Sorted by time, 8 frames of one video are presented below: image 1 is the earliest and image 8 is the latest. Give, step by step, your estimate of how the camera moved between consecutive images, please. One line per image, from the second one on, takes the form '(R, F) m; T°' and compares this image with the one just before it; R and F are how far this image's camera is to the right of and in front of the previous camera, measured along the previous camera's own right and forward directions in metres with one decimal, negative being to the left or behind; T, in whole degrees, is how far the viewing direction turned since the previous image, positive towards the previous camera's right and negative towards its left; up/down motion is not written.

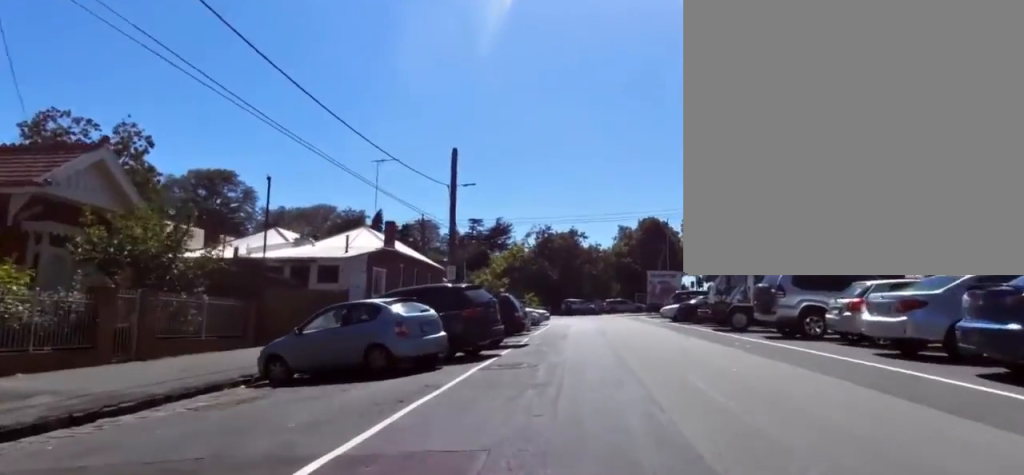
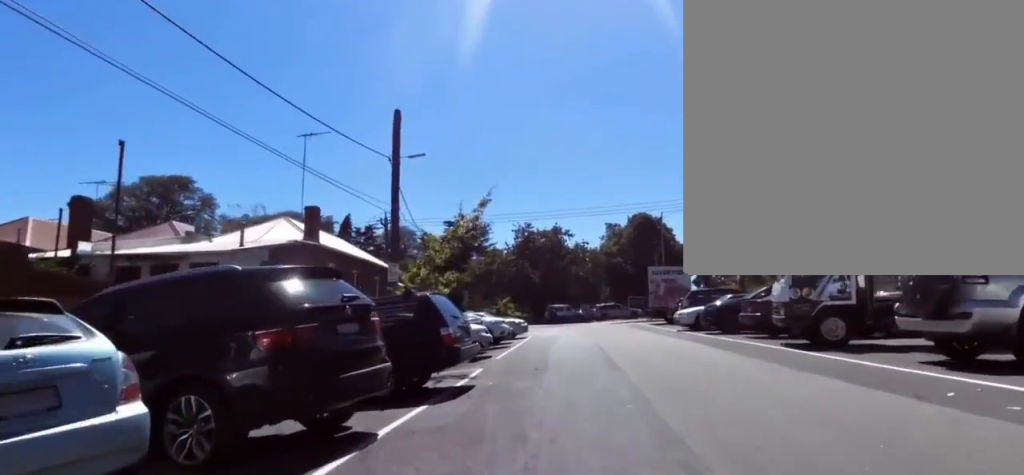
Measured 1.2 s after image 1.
(+0.1, +8.6) m; +2°
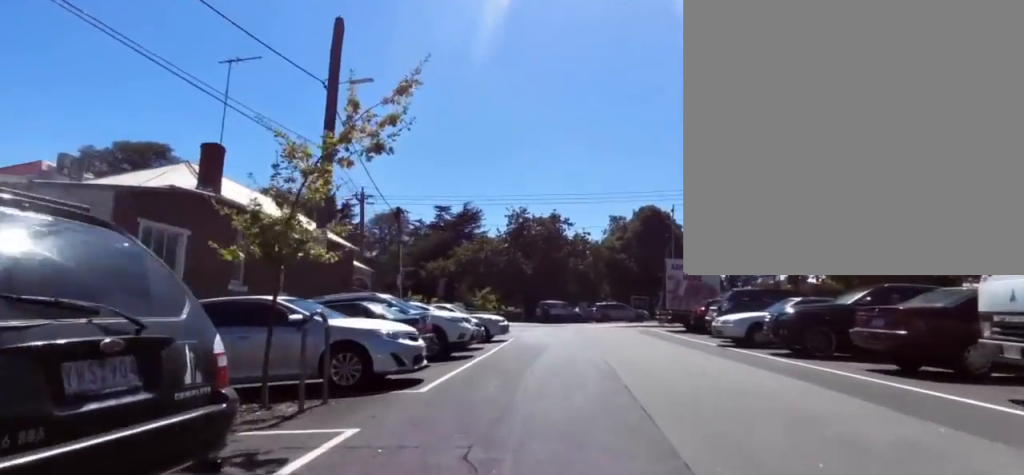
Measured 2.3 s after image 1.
(+0.3, +7.7) m; +6°
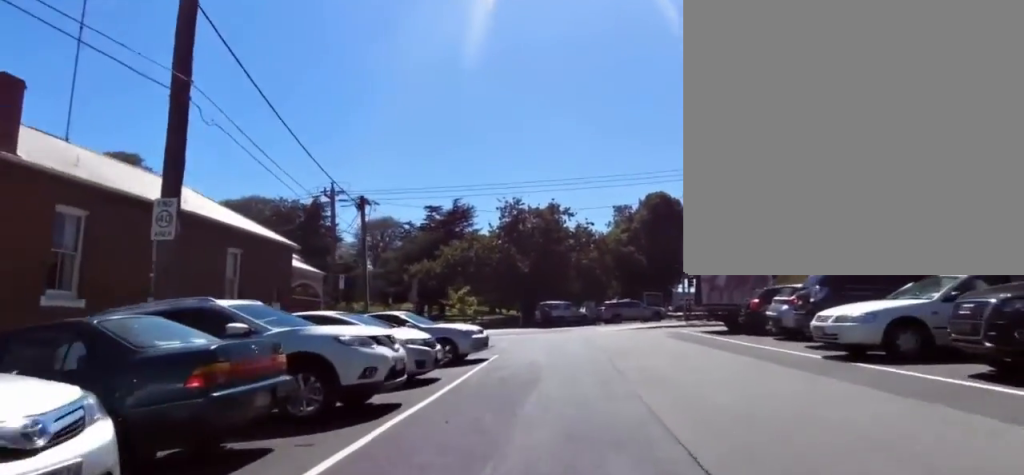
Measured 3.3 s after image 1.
(+0.5, +6.8) m; +1°
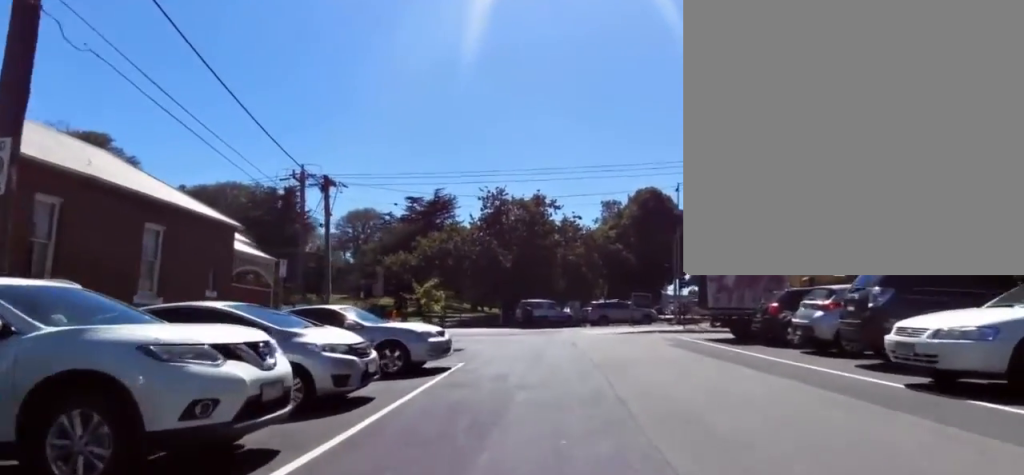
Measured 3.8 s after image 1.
(+0.5, +3.0) m; -4°
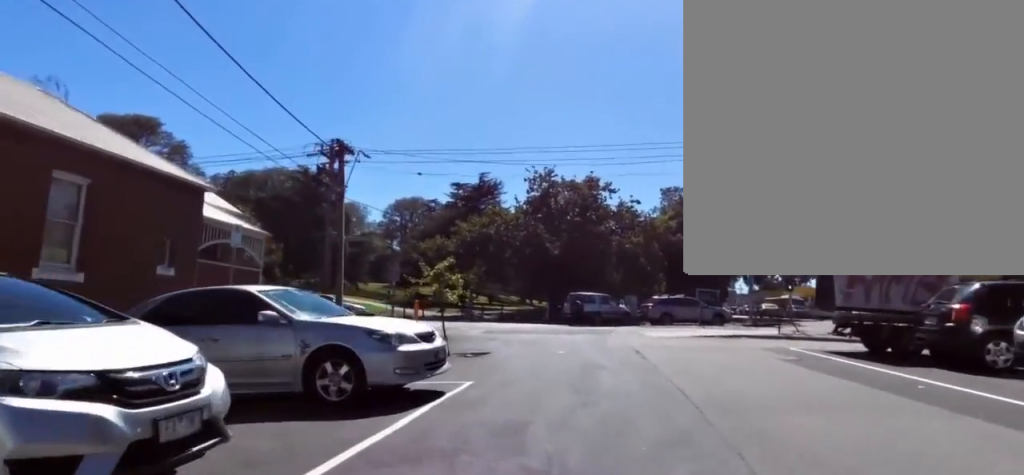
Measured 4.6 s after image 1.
(-1.0, +5.3) m; -15°
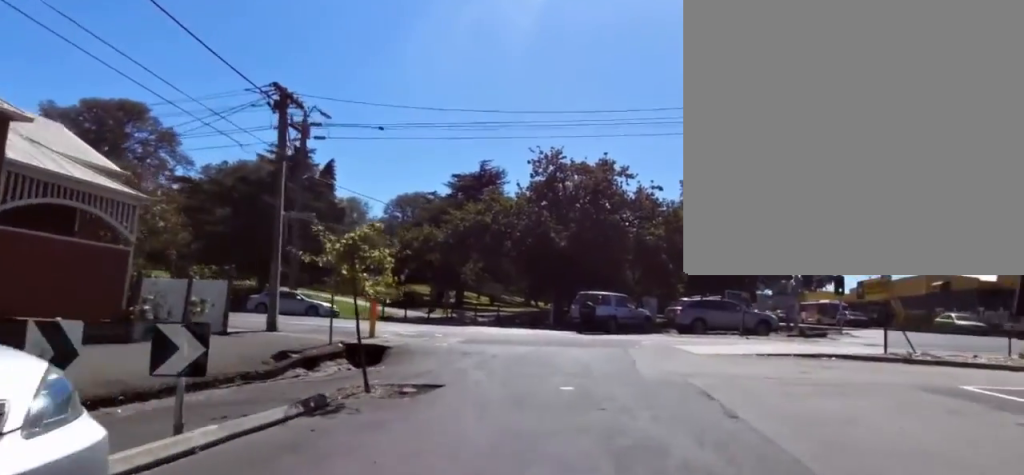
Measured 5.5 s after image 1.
(-1.1, +6.2) m; -8°
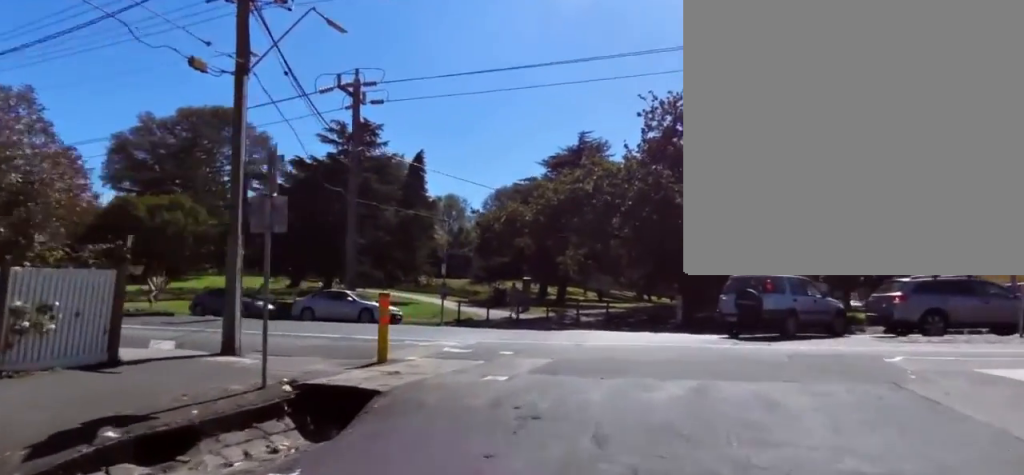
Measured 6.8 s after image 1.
(+0.5, +8.2) m; -3°
